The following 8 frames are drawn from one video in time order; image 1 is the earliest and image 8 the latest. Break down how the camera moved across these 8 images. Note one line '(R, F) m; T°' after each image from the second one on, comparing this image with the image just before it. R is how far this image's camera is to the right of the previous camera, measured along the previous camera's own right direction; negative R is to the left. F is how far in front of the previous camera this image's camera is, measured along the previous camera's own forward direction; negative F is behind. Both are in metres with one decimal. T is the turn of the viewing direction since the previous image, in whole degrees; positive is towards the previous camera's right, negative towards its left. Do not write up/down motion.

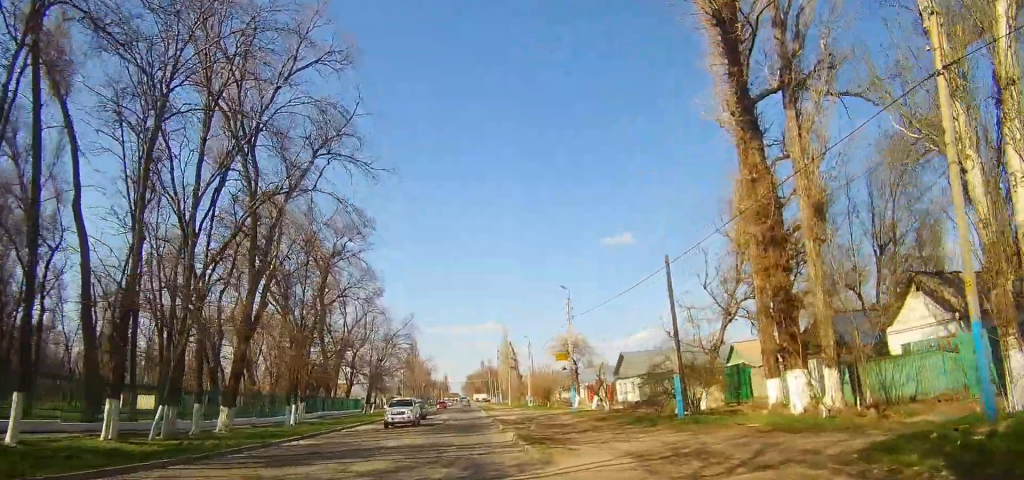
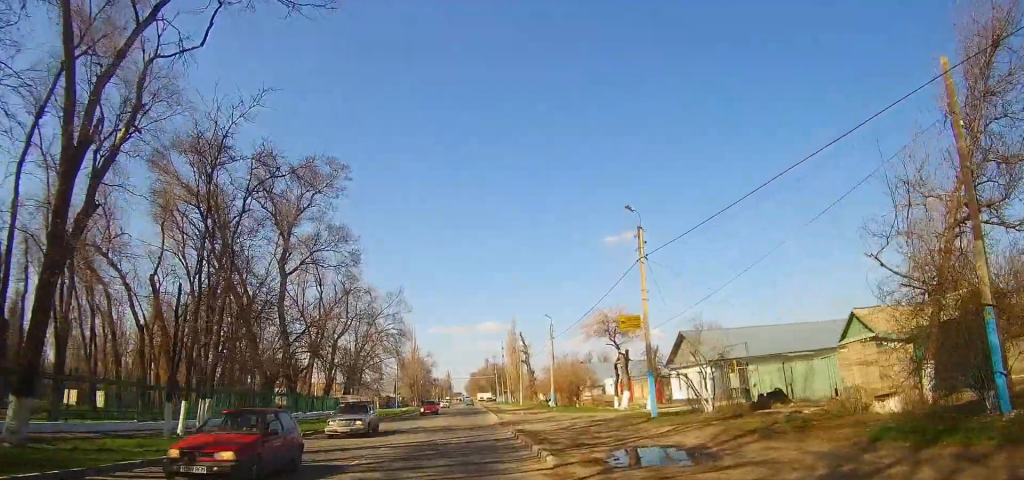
(-0.2, +16.6) m; -1°
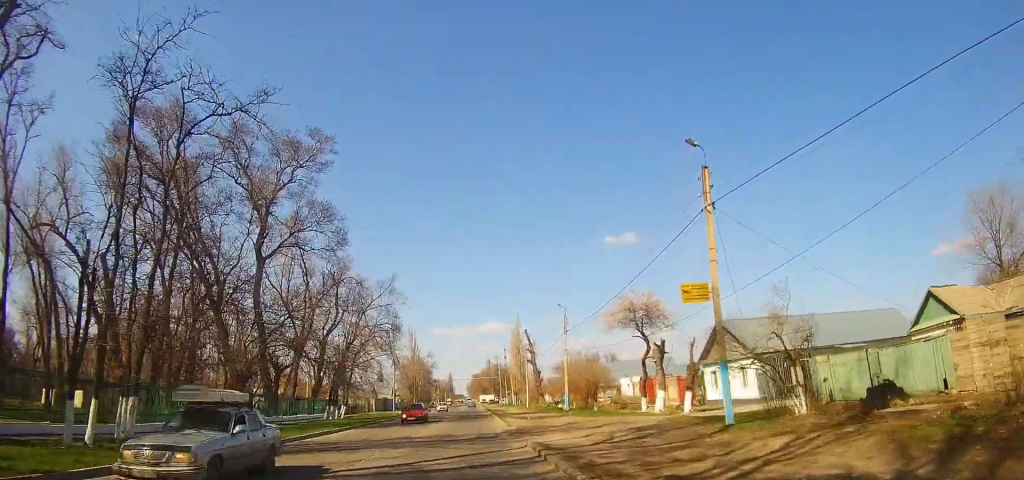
(0.0, +6.6) m; 0°
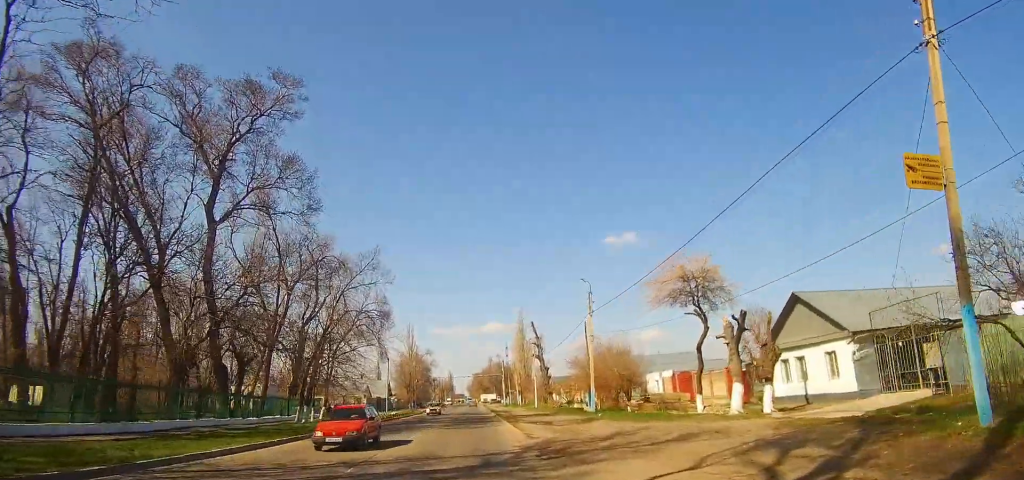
(0.0, +9.8) m; +1°
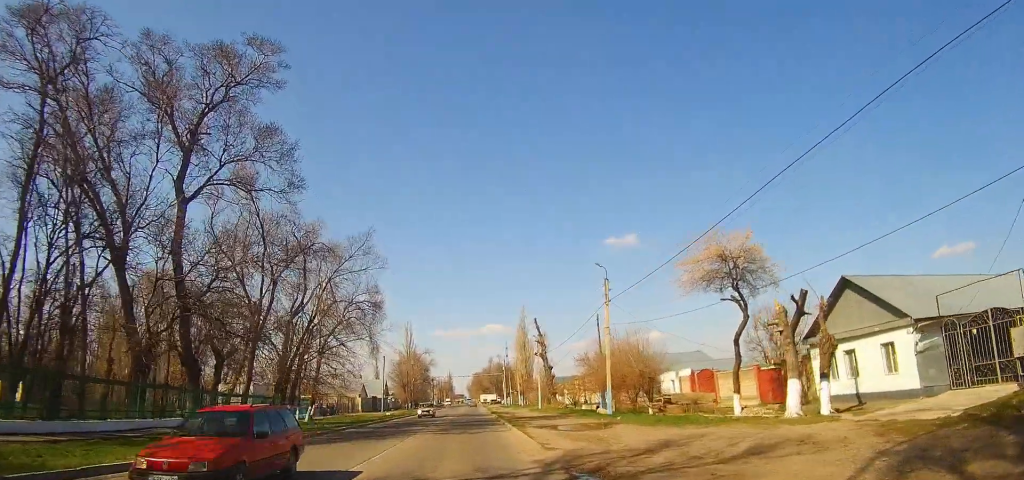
(0.0, +4.5) m; 0°
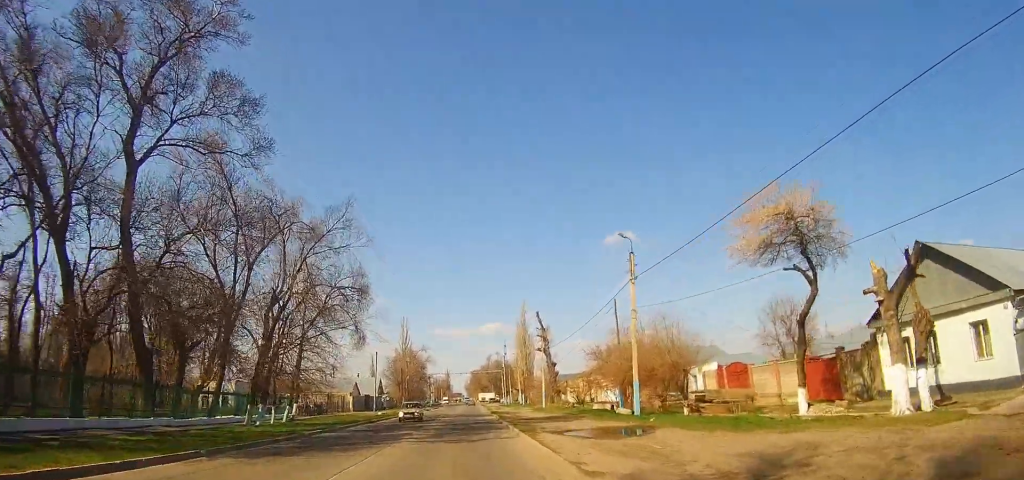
(0.0, +5.5) m; 0°
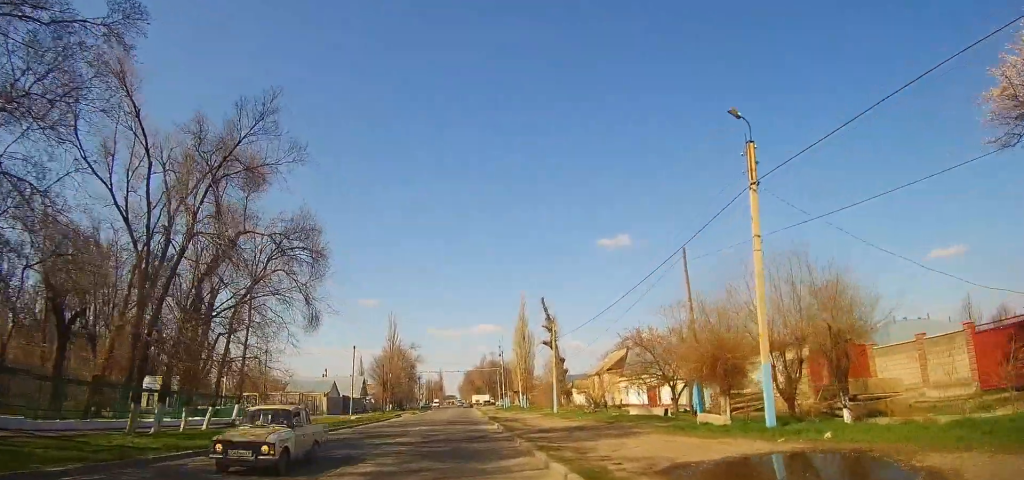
(0.0, +12.7) m; 0°
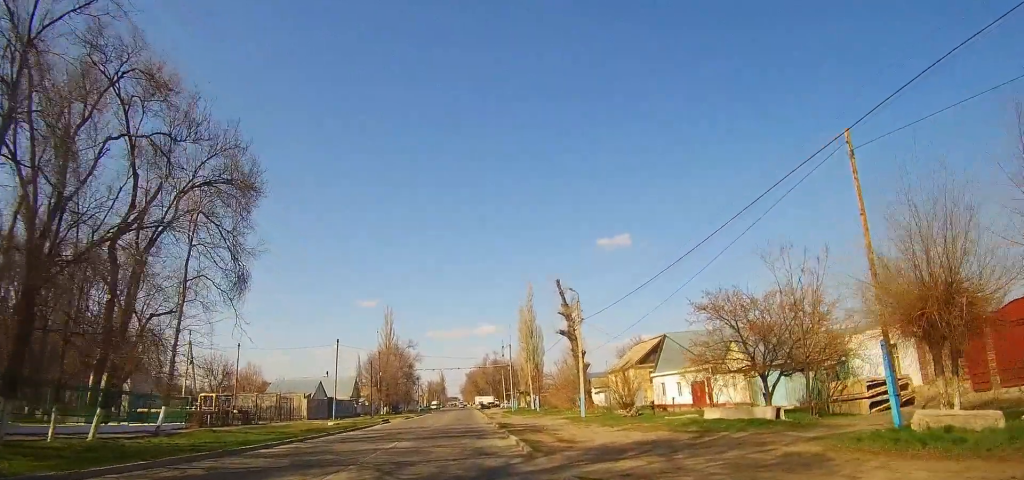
(0.0, +11.1) m; 0°
